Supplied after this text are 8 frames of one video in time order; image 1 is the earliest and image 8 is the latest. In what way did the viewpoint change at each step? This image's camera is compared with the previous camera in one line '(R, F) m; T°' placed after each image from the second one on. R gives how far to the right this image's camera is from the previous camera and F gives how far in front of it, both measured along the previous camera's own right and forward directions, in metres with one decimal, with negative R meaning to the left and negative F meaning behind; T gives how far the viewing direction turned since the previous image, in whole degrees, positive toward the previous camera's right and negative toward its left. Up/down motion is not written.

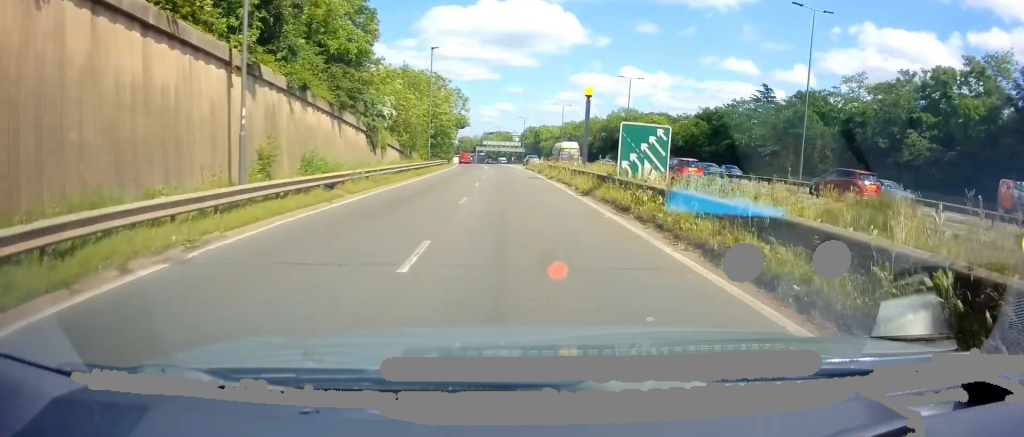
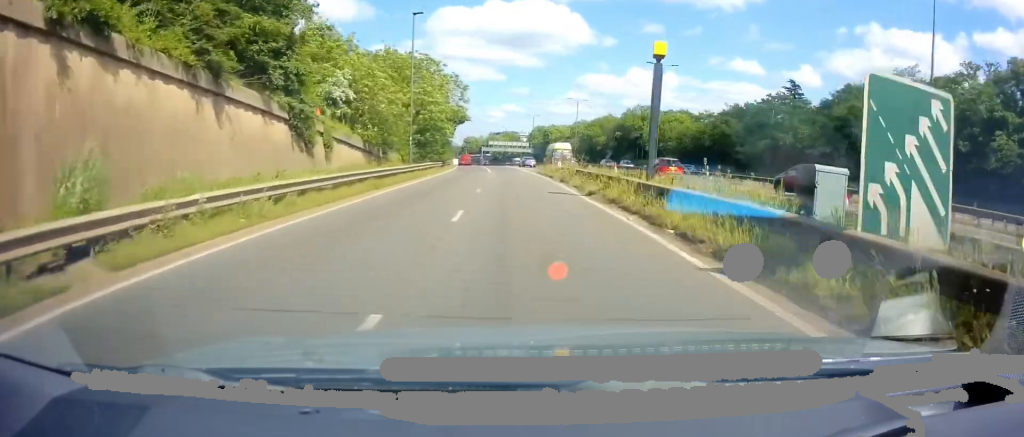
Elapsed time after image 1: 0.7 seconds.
(-0.3, +12.3) m; -1°
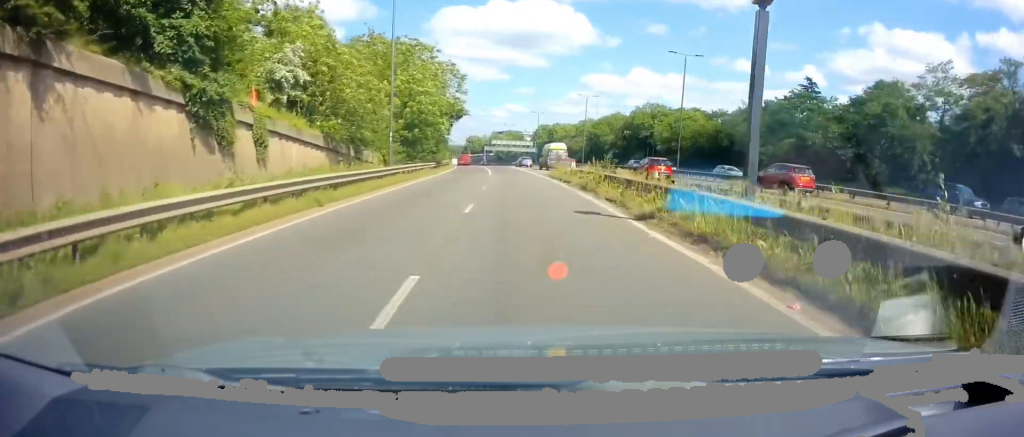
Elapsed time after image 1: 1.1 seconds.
(0.0, +6.9) m; 0°
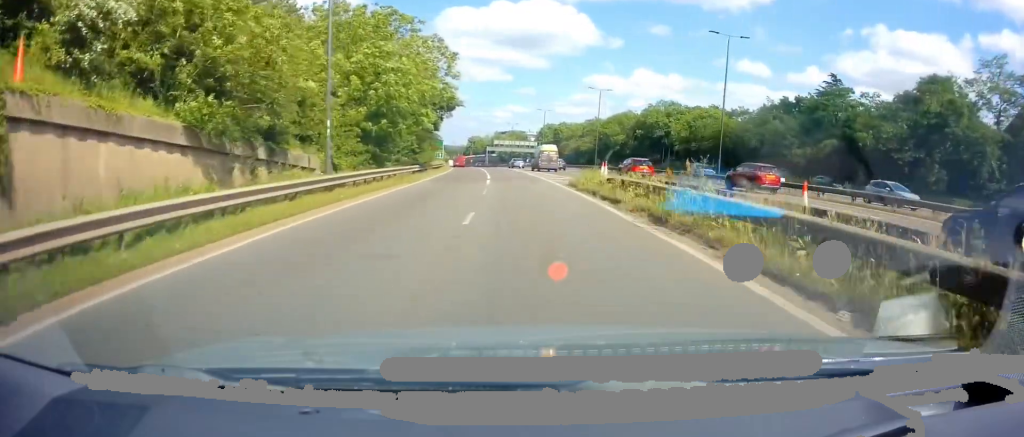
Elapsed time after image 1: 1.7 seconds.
(0.0, +10.4) m; 0°
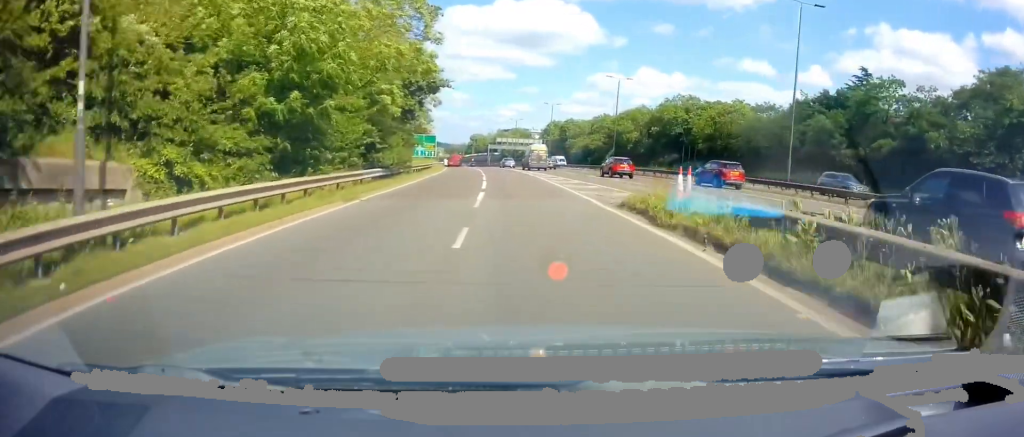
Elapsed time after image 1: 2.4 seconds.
(0.0, +11.5) m; 0°
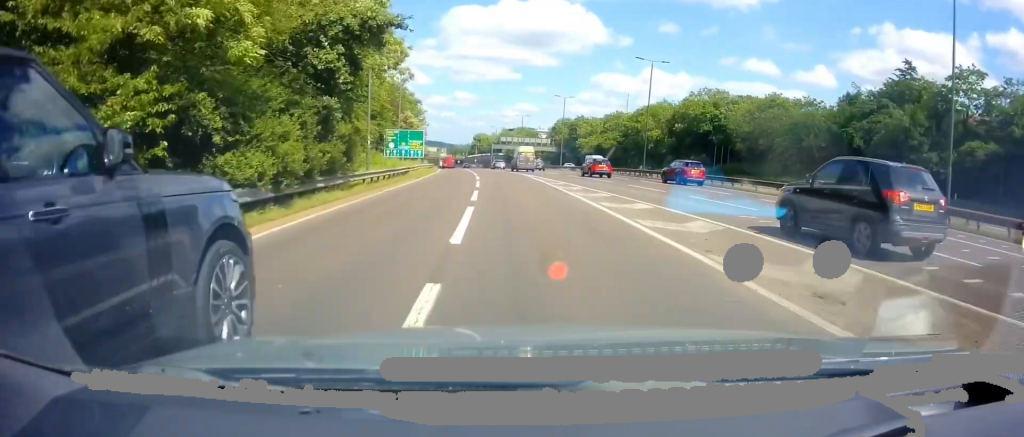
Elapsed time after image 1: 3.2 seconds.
(0.0, +14.4) m; -1°
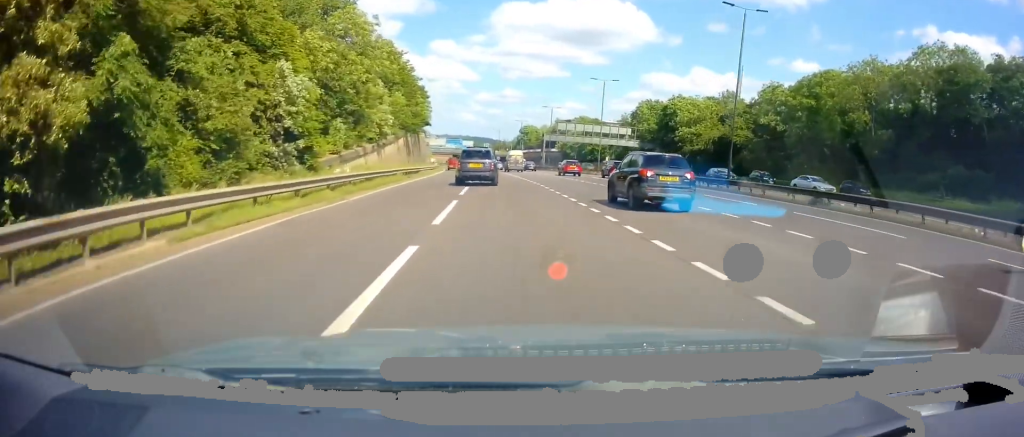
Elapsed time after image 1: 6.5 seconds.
(-2.2, +58.4) m; -4°
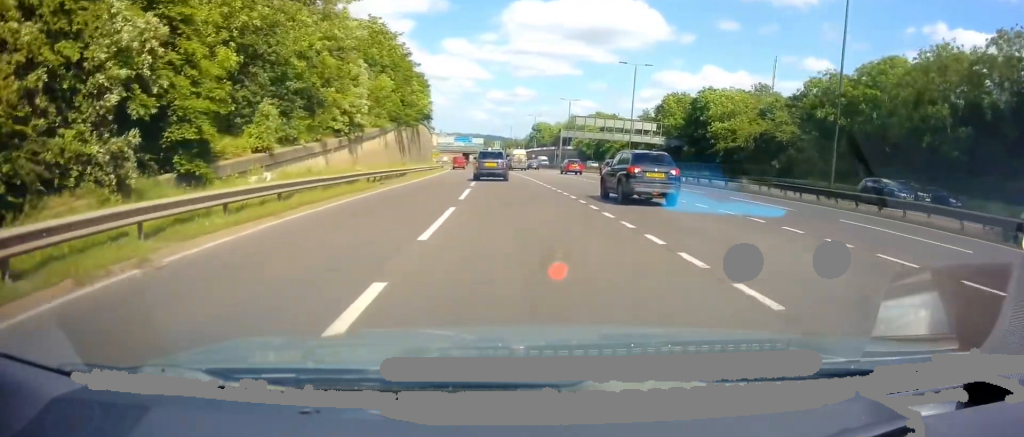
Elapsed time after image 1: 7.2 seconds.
(-0.2, +11.4) m; -1°
